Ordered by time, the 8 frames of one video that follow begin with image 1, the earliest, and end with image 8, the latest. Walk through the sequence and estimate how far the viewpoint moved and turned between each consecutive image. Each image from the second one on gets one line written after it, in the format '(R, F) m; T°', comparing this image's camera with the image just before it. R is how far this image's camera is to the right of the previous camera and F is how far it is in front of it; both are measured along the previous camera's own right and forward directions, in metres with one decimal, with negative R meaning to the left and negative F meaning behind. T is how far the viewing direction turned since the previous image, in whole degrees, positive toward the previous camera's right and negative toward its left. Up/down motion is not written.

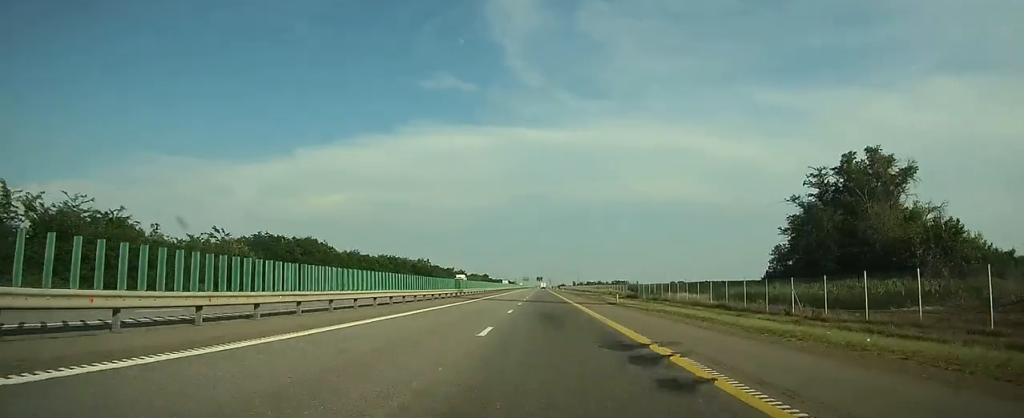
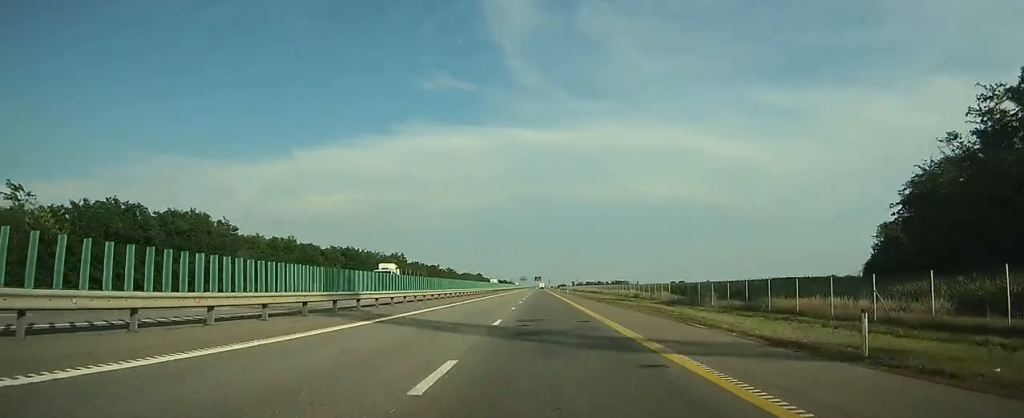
(0.0, +32.4) m; 0°
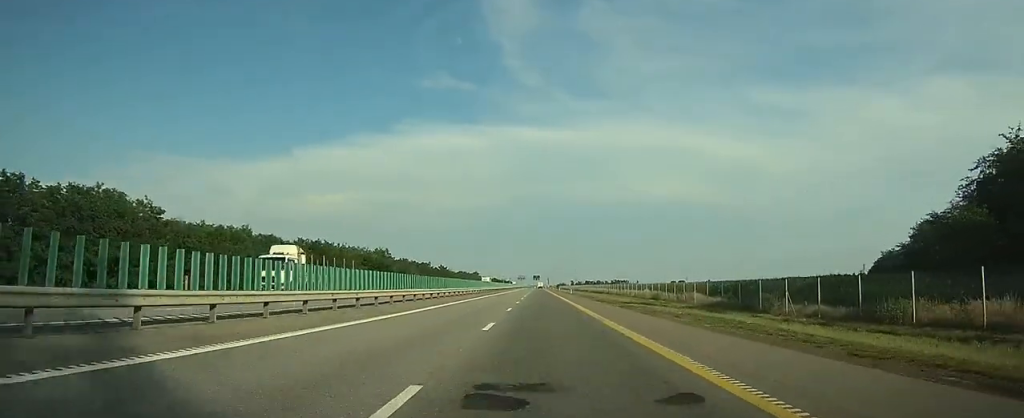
(0.0, +14.8) m; 0°
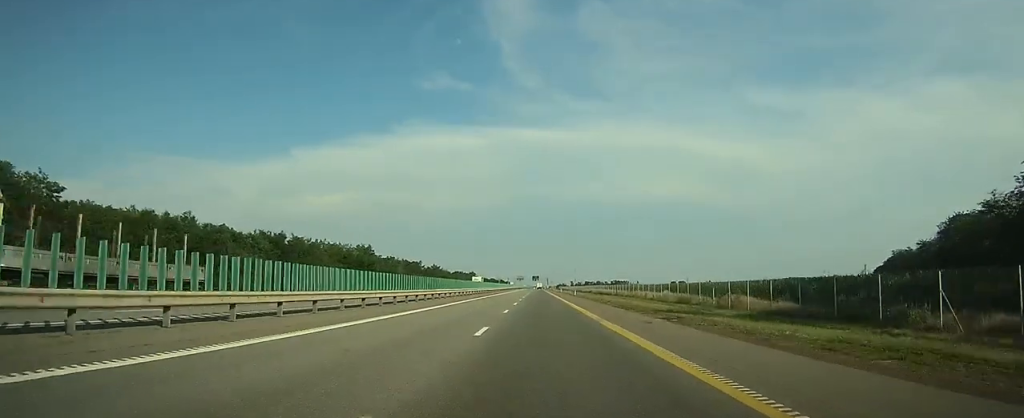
(0.0, +13.8) m; 0°
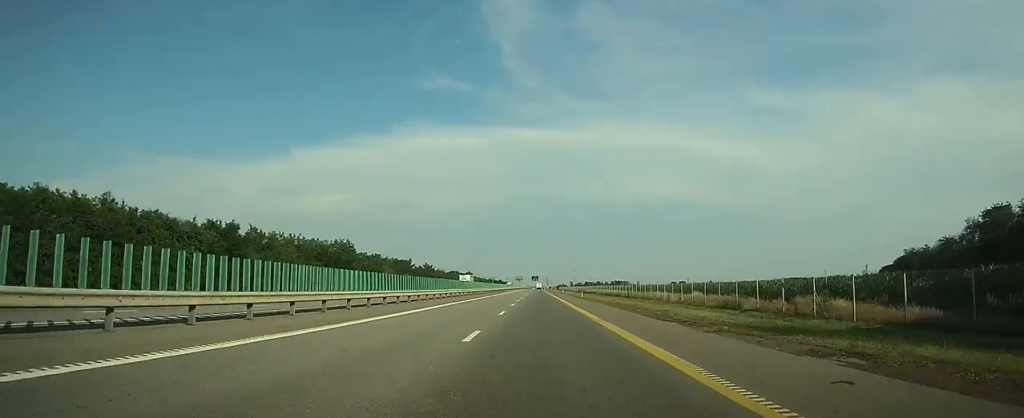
(0.0, +13.8) m; 0°
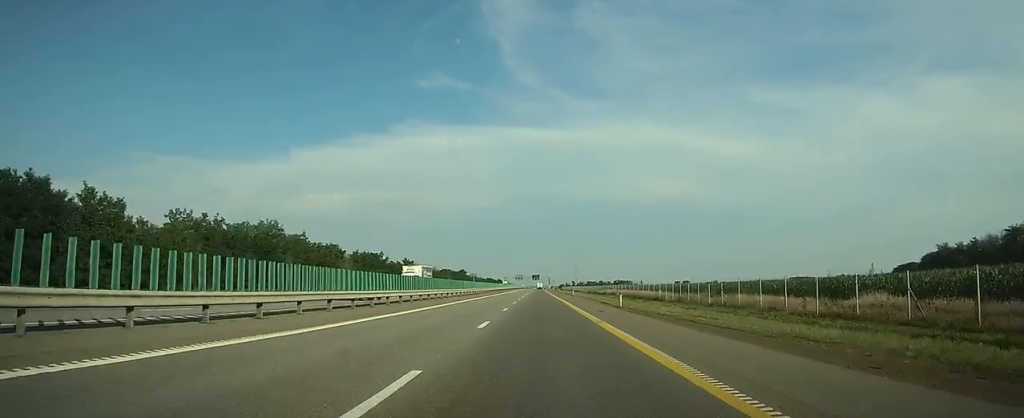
(-0.1, +32.1) m; 0°
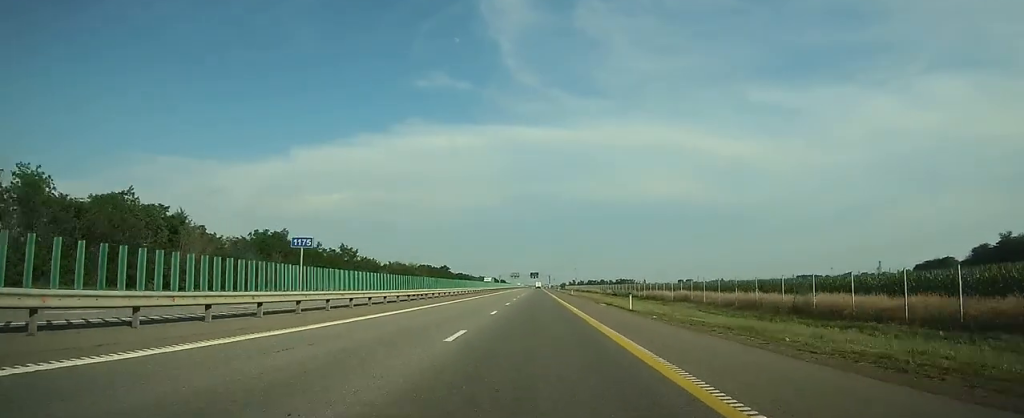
(0.0, +53.7) m; 0°
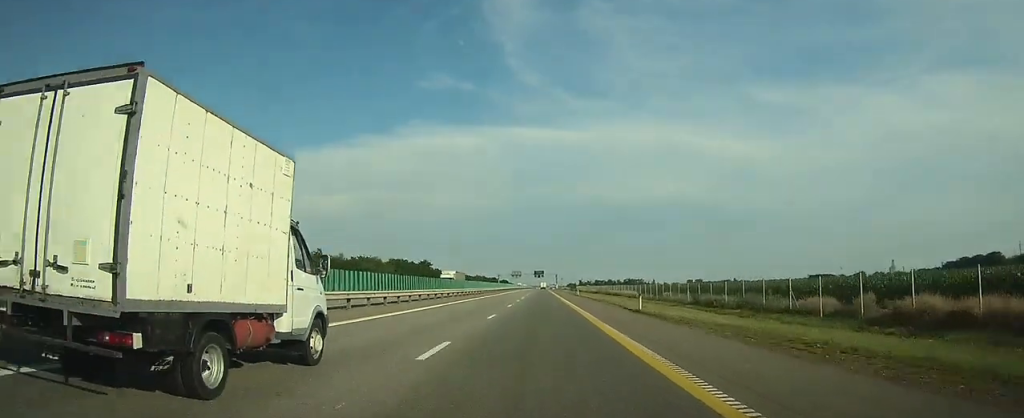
(+0.2, +52.1) m; 0°
